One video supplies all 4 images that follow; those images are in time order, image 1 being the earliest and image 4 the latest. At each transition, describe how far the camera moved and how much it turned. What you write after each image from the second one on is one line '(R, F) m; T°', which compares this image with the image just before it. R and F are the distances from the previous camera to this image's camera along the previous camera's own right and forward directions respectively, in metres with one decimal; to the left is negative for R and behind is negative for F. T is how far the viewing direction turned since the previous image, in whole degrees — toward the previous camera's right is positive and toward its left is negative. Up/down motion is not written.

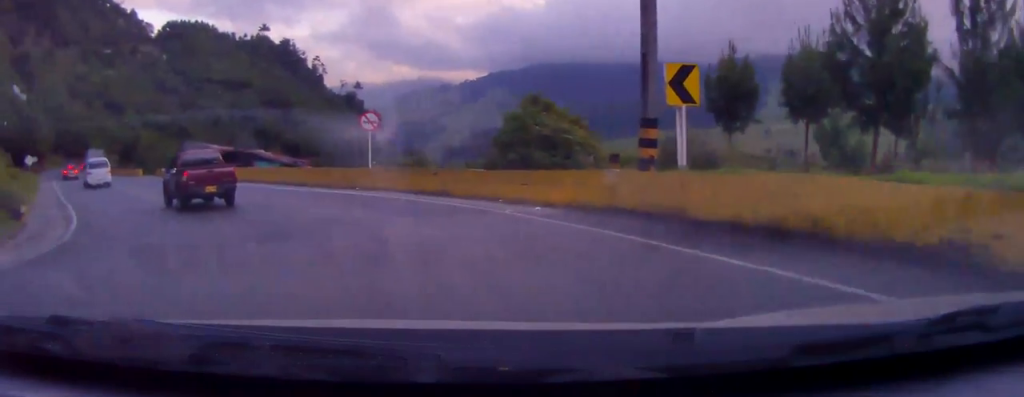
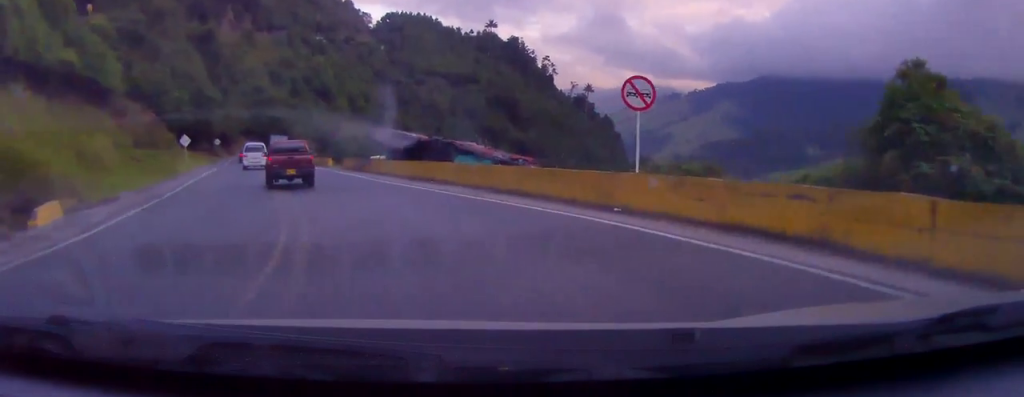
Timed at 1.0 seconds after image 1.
(-2.4, +10.3) m; -22°
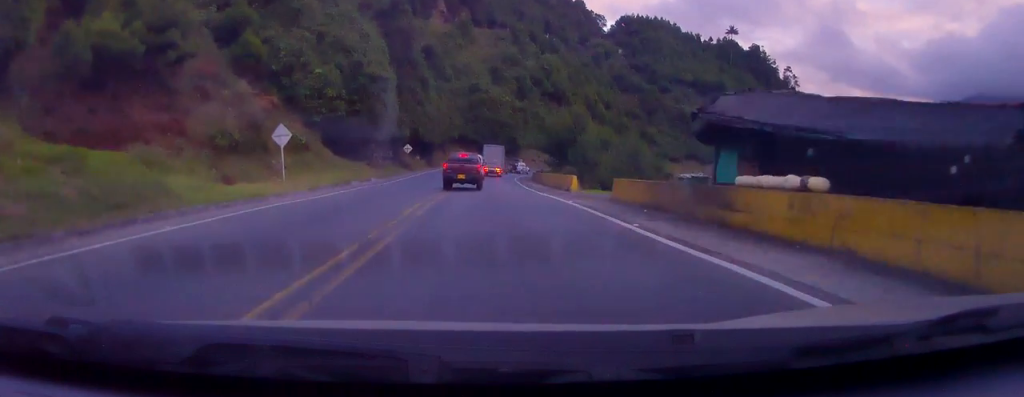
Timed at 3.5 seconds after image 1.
(-7.0, +30.7) m; -17°
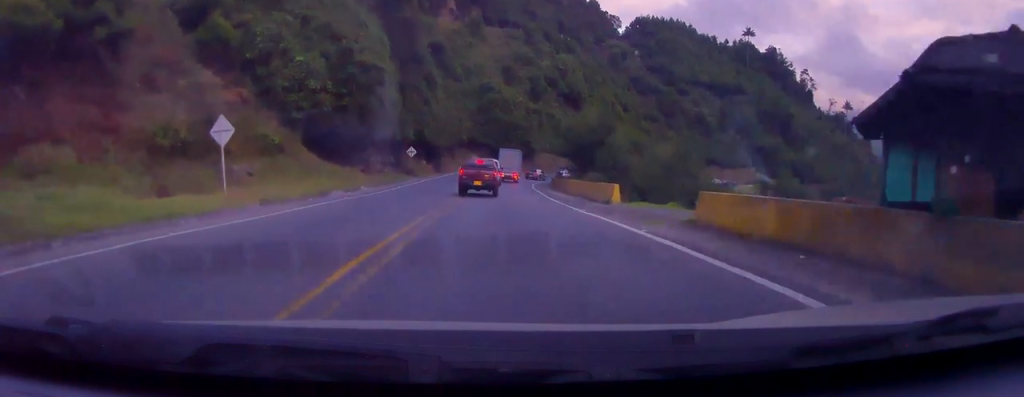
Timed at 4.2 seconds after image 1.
(0.0, +8.9) m; 0°
